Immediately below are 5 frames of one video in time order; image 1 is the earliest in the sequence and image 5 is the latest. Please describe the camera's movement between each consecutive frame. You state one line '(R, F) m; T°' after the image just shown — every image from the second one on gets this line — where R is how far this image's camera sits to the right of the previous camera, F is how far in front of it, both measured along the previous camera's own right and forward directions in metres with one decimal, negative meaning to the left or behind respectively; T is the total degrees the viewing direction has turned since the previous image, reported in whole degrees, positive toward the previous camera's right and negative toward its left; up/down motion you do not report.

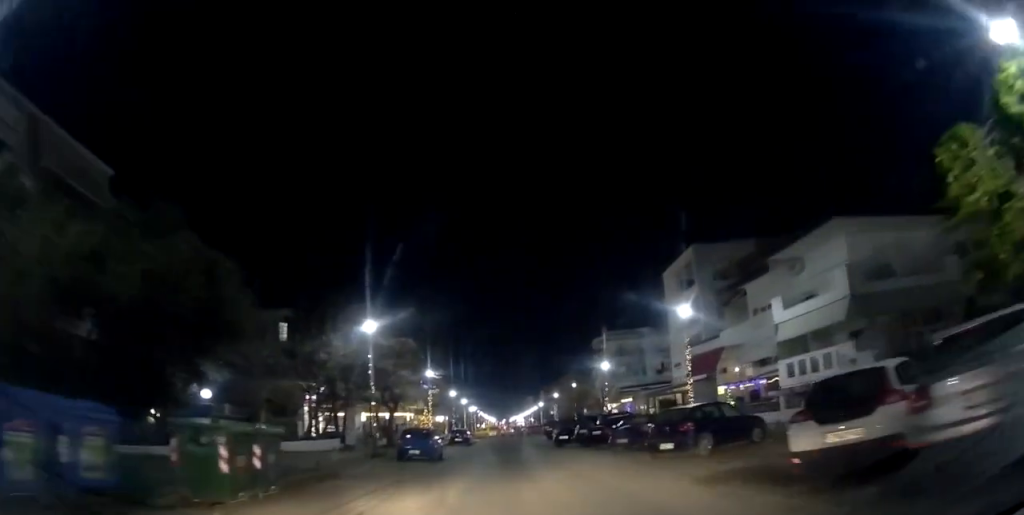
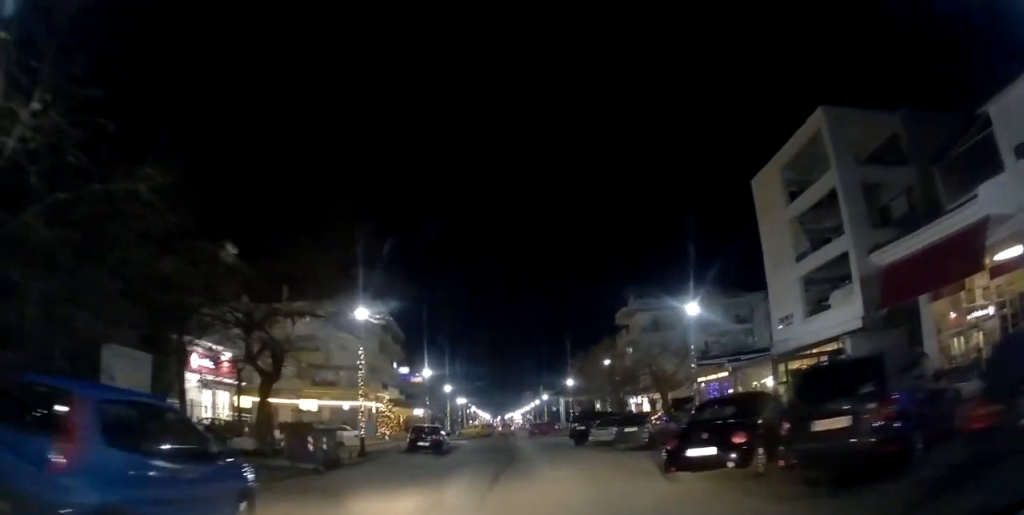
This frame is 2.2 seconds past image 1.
(-0.9, +20.5) m; -2°
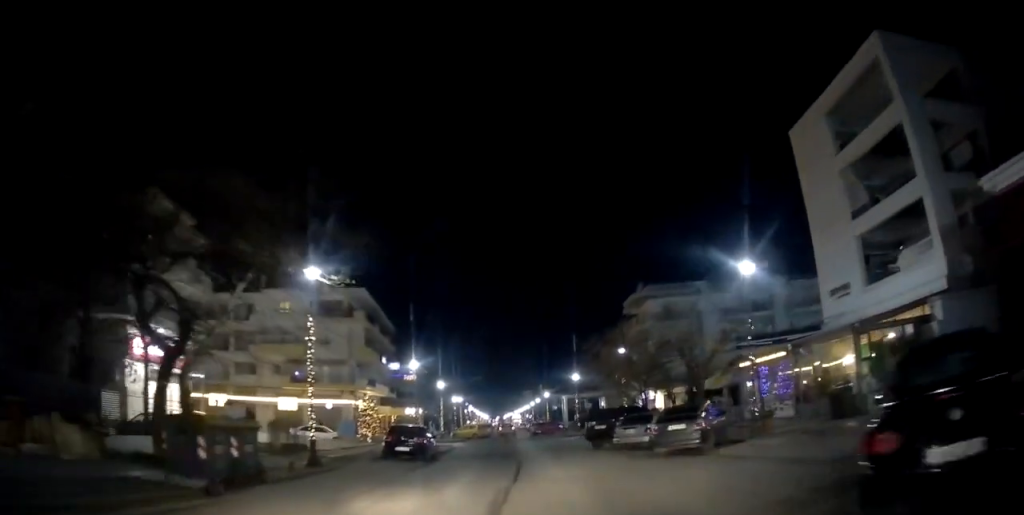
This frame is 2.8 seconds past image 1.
(+0.2, +5.9) m; +2°
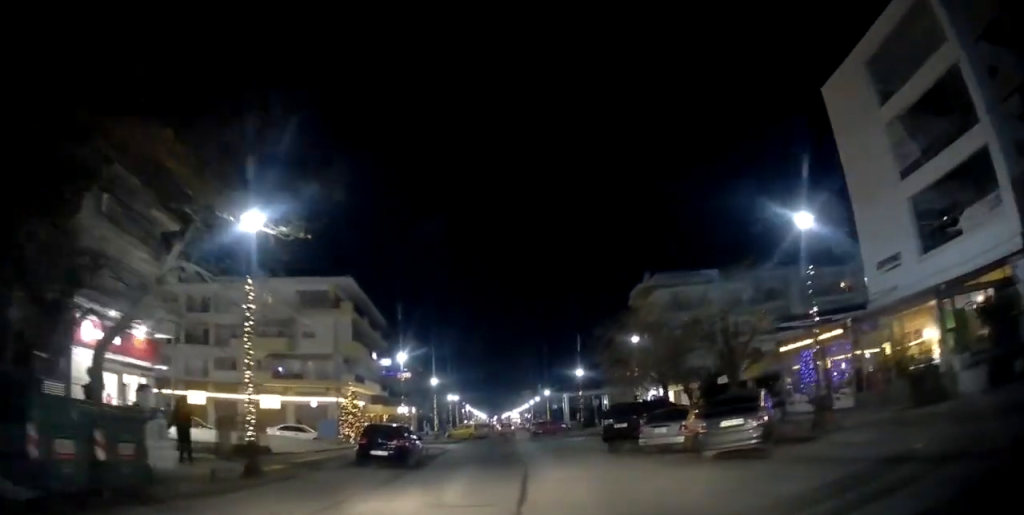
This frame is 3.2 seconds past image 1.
(0.0, +4.1) m; 0°
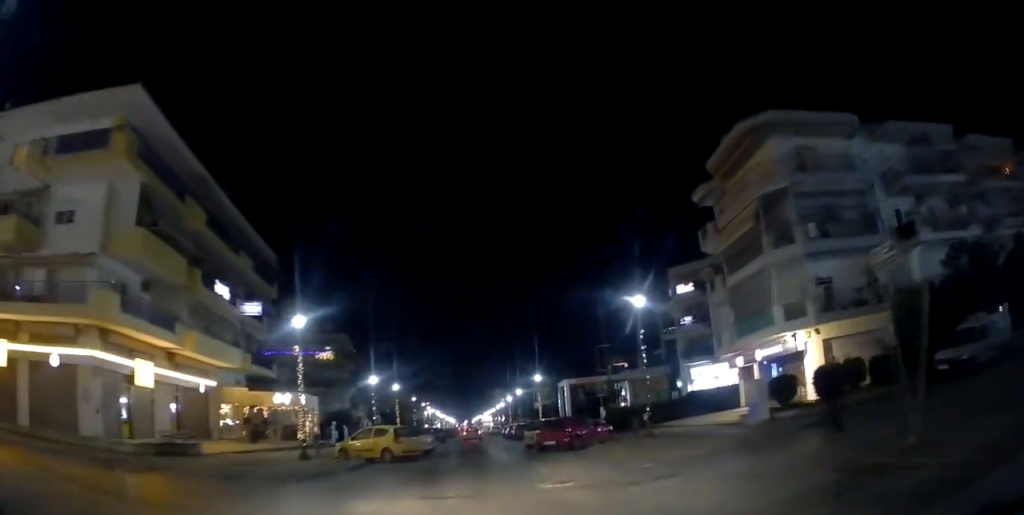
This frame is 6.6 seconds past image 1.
(-0.2, +30.0) m; -1°
